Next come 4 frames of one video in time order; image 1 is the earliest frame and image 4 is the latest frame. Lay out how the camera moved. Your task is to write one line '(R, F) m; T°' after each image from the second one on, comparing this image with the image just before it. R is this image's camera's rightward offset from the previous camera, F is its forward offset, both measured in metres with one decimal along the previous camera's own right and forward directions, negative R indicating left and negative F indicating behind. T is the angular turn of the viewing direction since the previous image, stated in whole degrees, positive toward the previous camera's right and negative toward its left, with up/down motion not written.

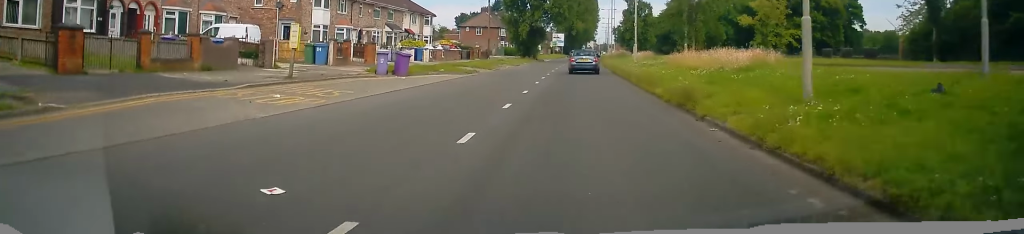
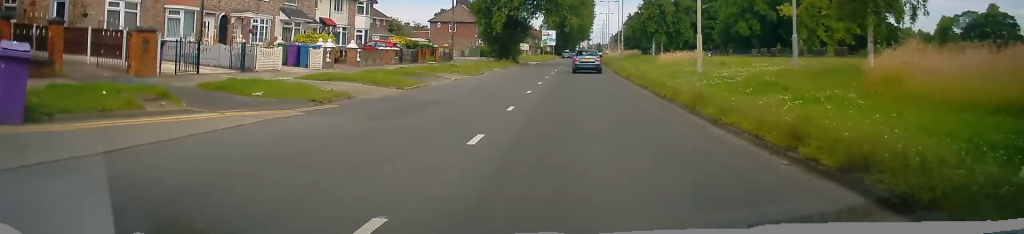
(+0.3, +20.9) m; +2°
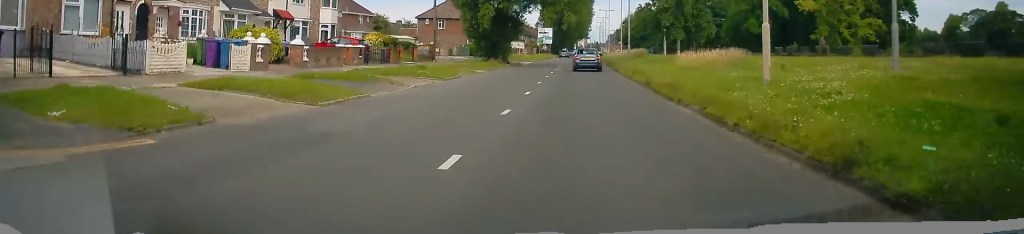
(0.0, +7.0) m; +1°
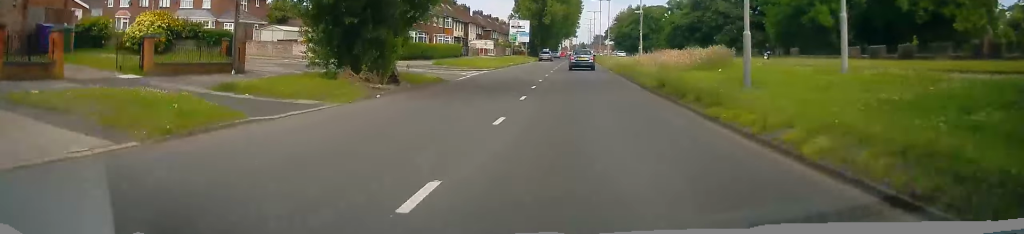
(+0.5, +30.2) m; +1°
